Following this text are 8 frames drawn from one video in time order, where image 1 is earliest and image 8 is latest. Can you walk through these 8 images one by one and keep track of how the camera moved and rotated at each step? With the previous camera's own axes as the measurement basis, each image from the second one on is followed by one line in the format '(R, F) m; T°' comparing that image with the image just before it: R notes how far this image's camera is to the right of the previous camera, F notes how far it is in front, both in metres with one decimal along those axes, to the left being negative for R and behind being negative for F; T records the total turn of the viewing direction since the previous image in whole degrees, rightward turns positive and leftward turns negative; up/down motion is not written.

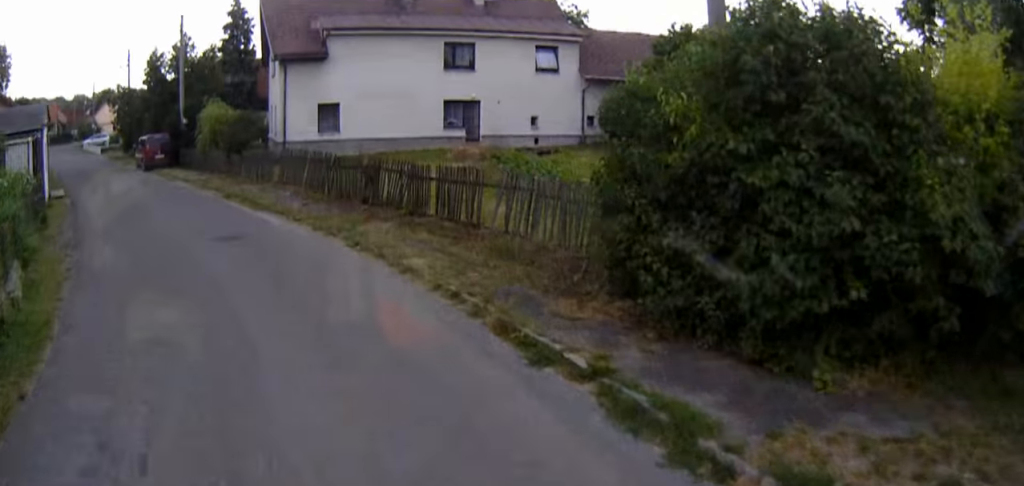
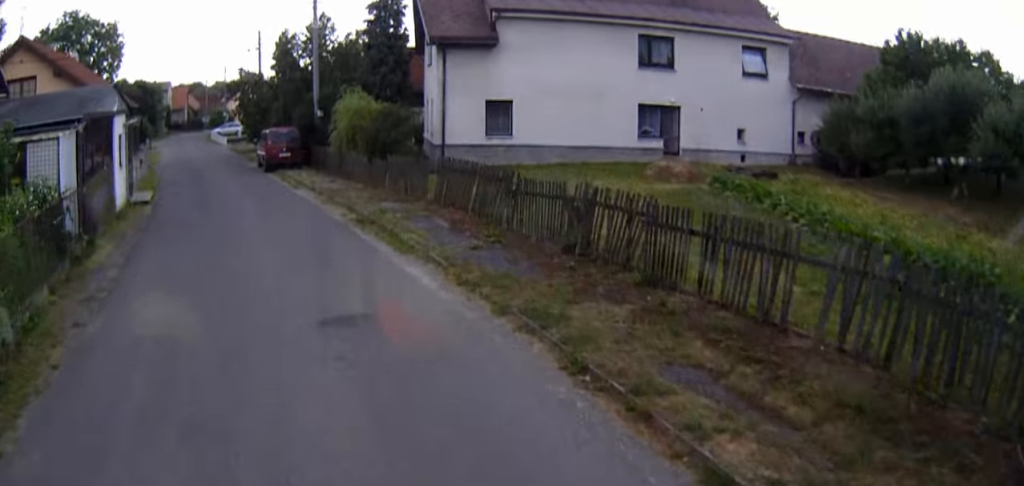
(-0.4, +6.0) m; -8°
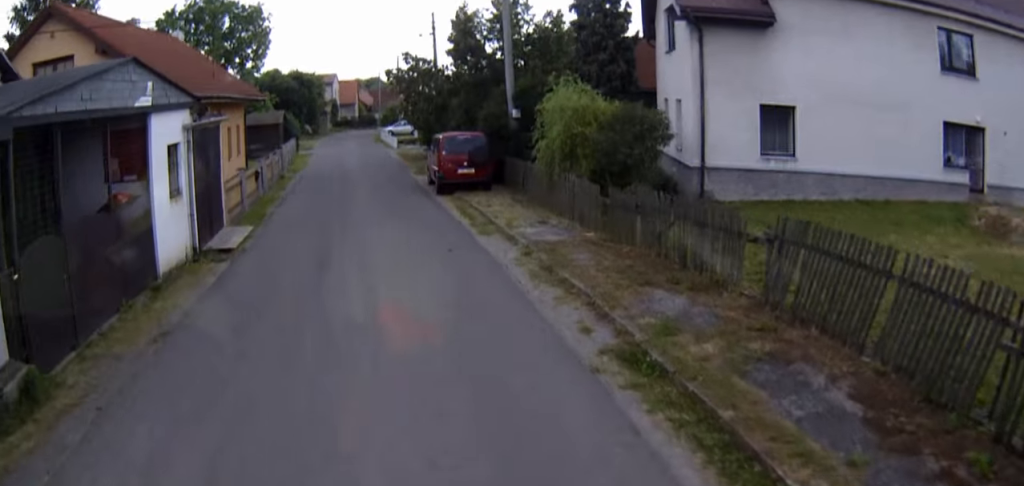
(-0.7, +9.2) m; -7°
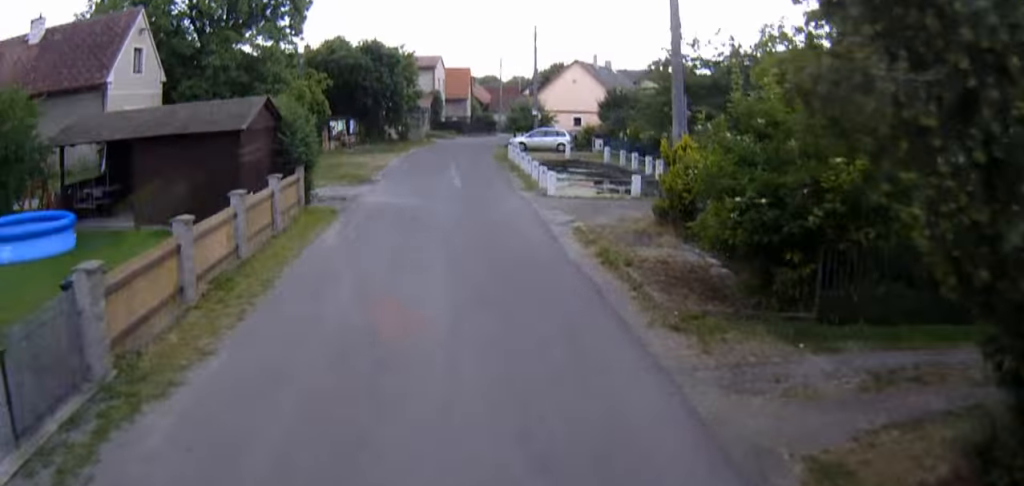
(+1.3, +28.6) m; +10°
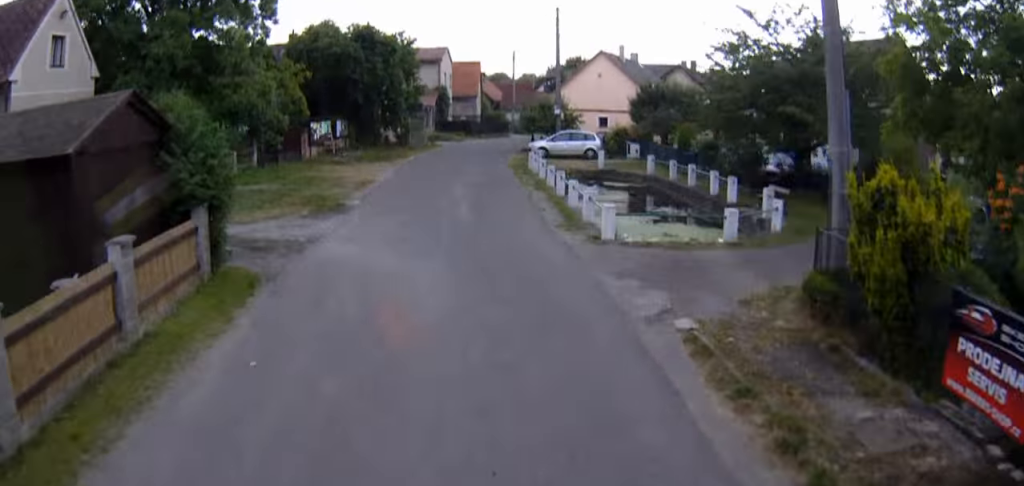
(+0.1, +7.5) m; +2°
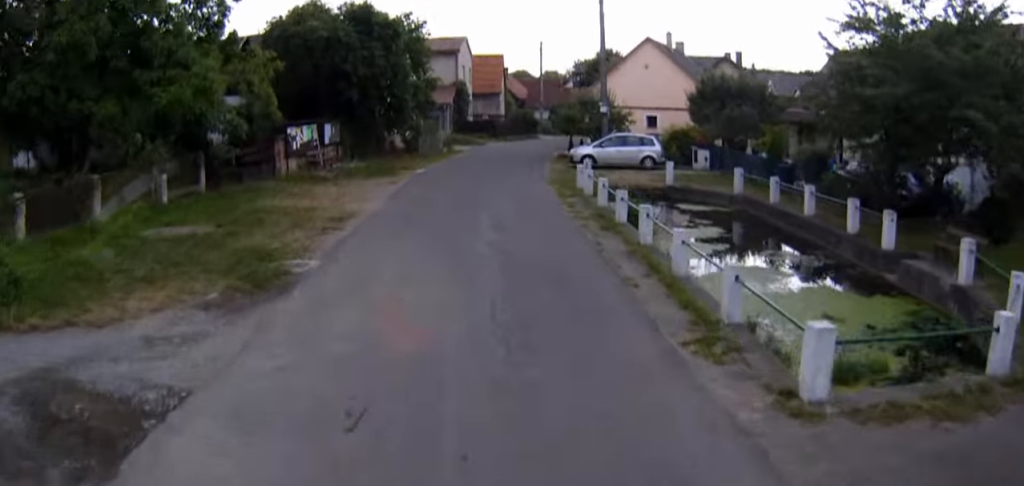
(+0.5, +8.1) m; -1°
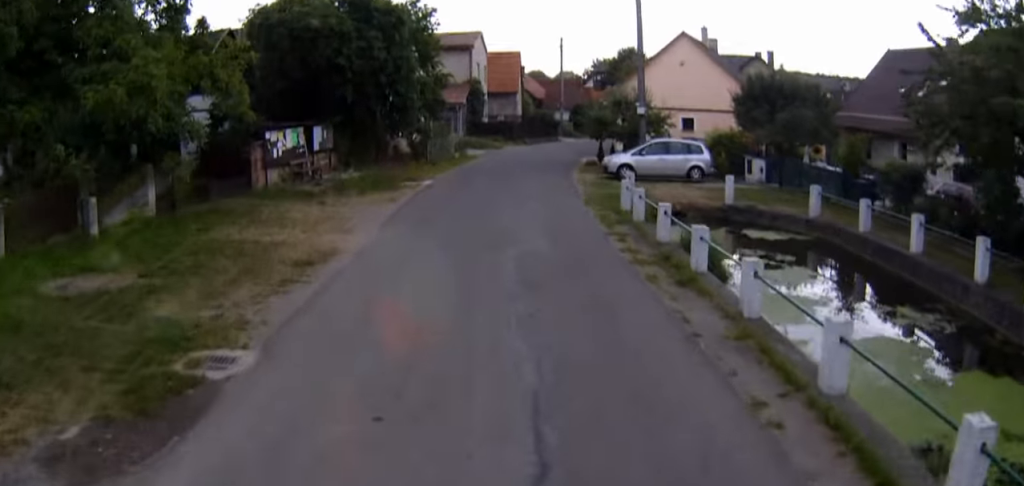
(-0.1, +4.6) m; -1°
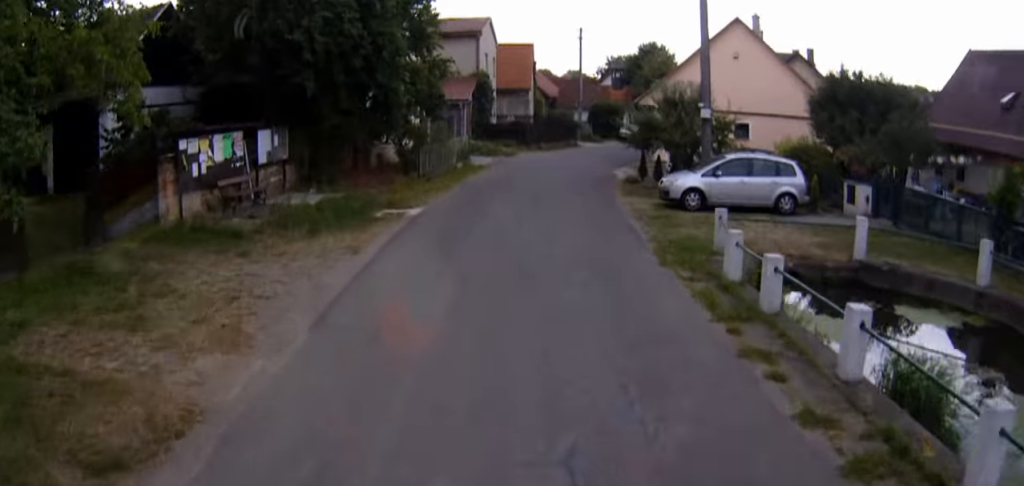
(-0.6, +7.3) m; -1°
